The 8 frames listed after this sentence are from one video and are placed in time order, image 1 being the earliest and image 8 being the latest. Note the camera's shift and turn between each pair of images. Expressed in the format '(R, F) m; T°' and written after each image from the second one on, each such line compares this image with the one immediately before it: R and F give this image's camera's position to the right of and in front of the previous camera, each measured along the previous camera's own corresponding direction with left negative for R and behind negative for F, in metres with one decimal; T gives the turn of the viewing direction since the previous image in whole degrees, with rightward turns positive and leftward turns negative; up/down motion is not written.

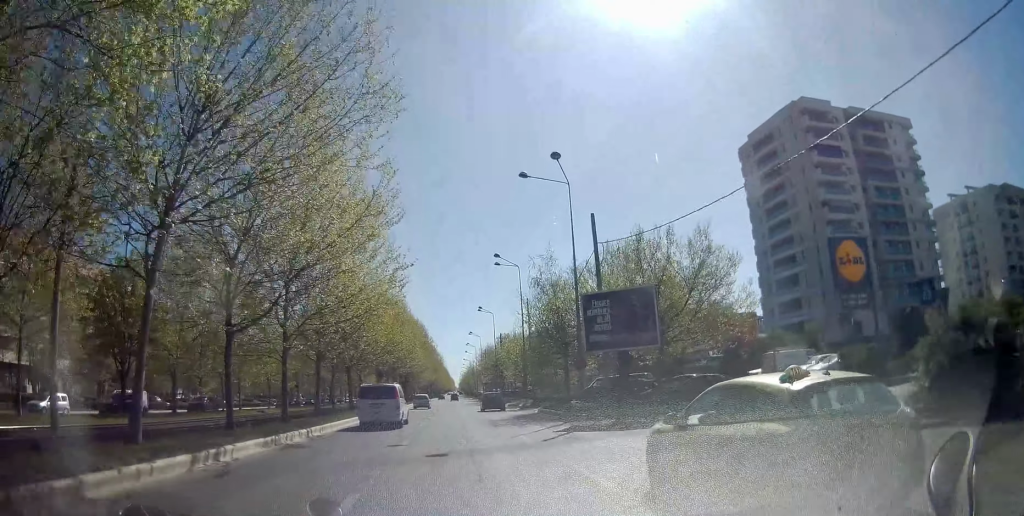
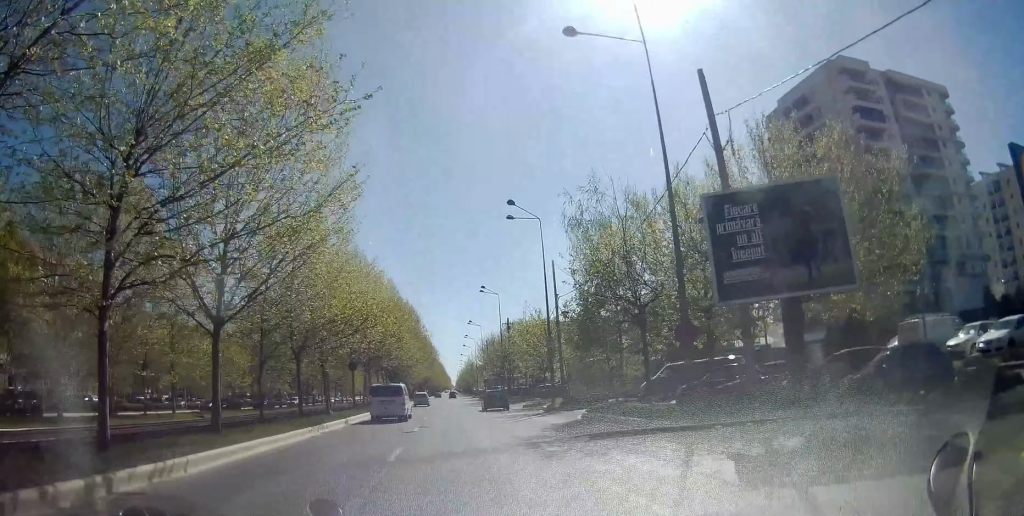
(+0.2, +13.2) m; 0°
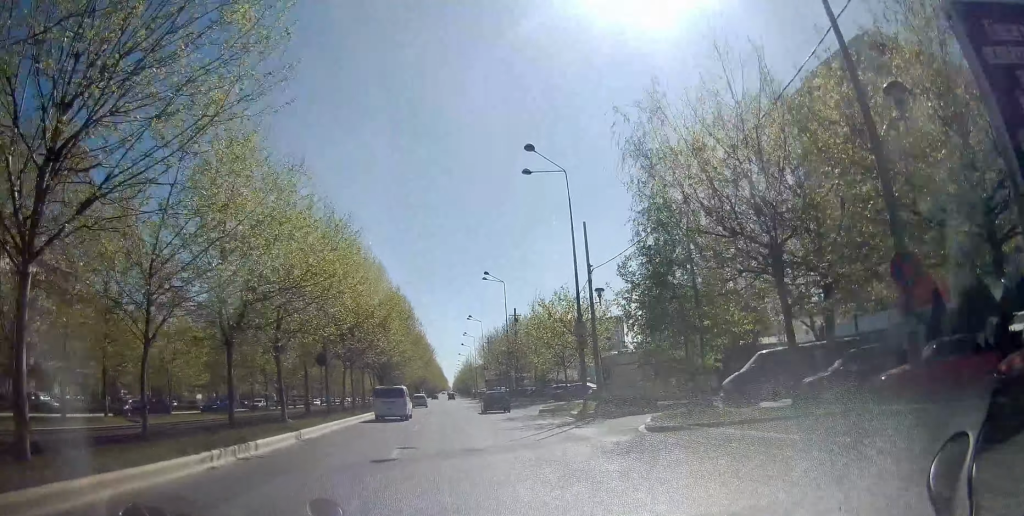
(-0.1, +8.9) m; 0°
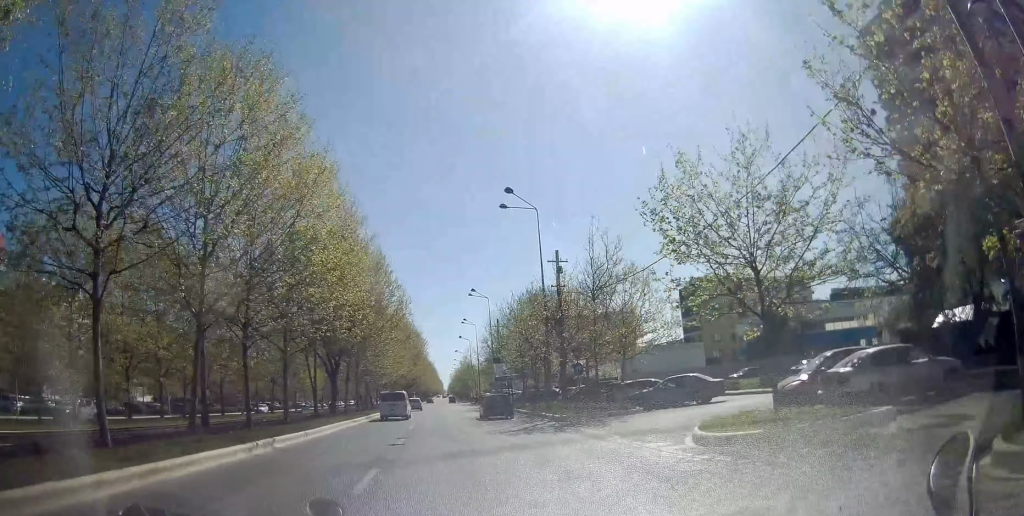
(+0.2, +23.2) m; +1°
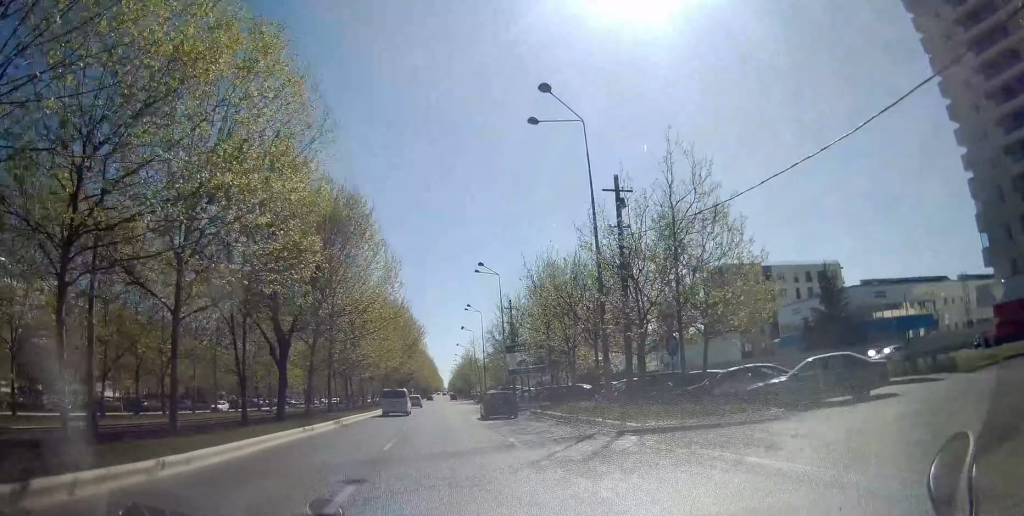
(0.0, +11.4) m; 0°
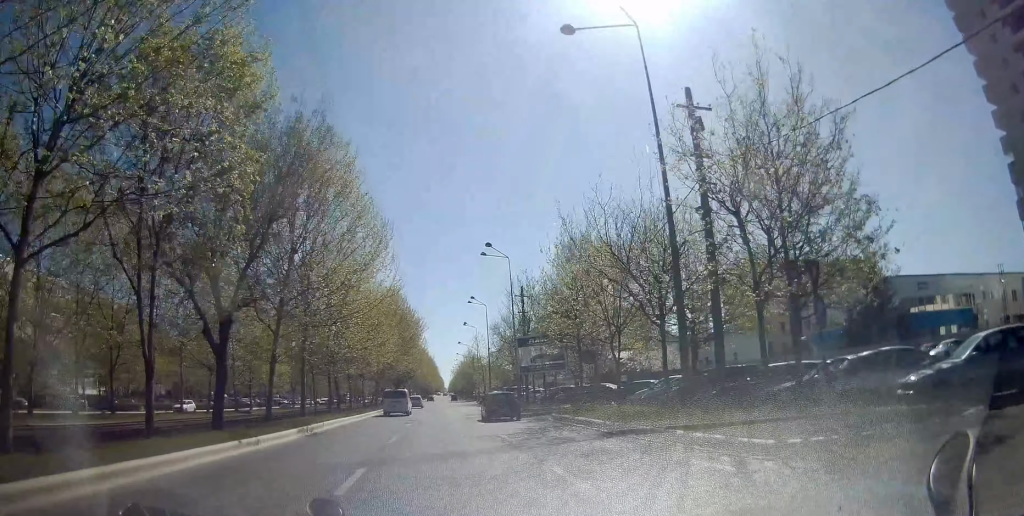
(0.0, +7.1) m; +1°
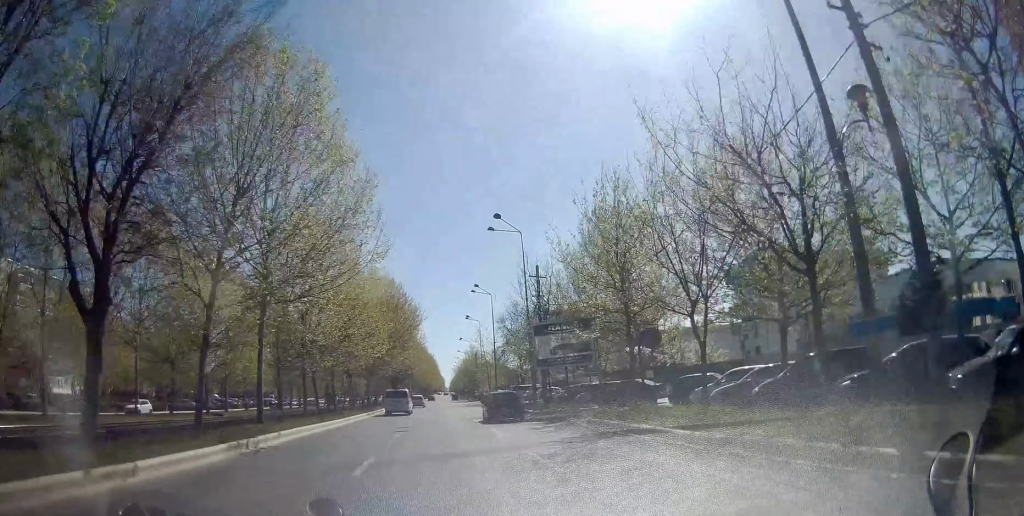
(-0.1, +7.1) m; +1°
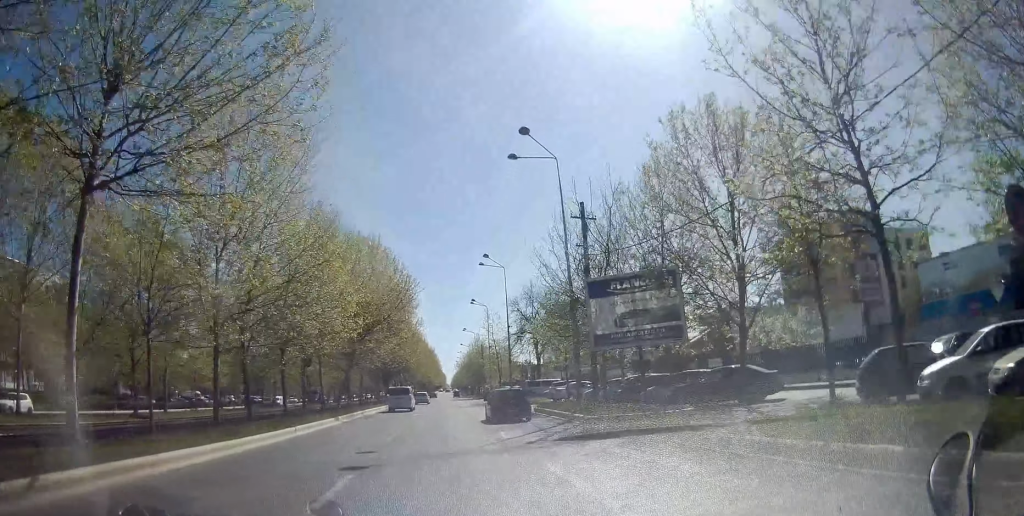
(+0.4, +12.6) m; 0°
